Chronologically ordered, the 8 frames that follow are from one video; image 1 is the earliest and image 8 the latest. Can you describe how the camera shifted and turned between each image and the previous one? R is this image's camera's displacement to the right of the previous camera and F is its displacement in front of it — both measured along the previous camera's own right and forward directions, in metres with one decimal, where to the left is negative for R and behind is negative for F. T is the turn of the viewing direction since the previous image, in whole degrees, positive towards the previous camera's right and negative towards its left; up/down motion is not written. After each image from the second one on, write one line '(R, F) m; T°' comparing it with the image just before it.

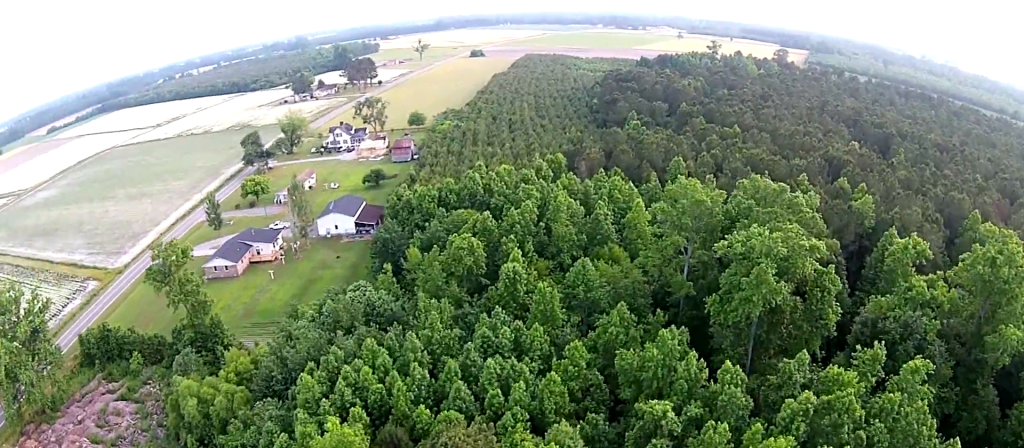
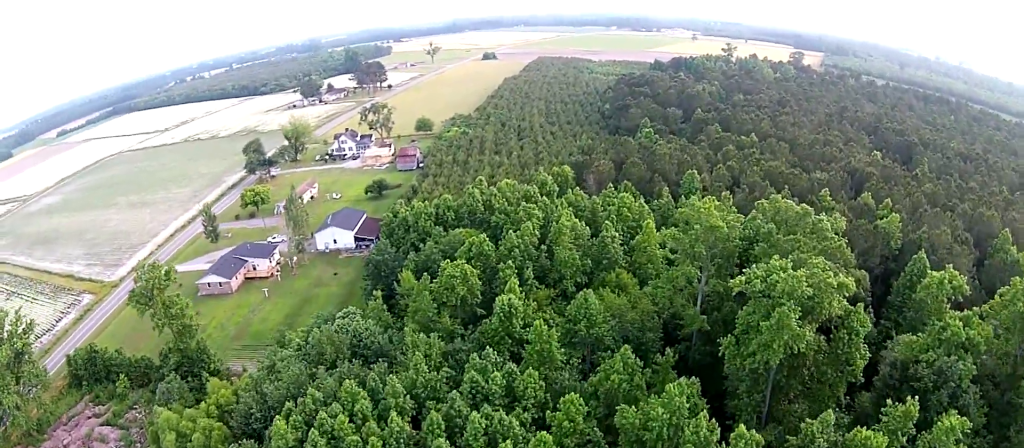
(-0.2, +7.2) m; -4°
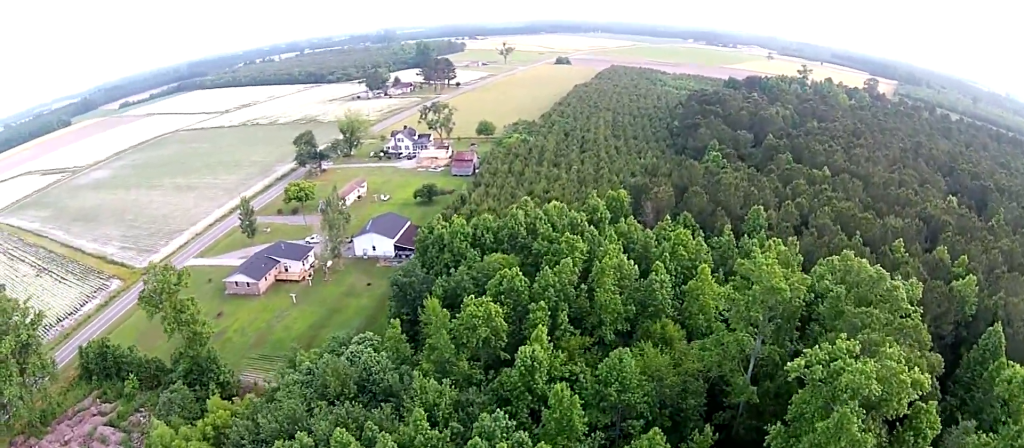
(-0.3, +9.4) m; -6°
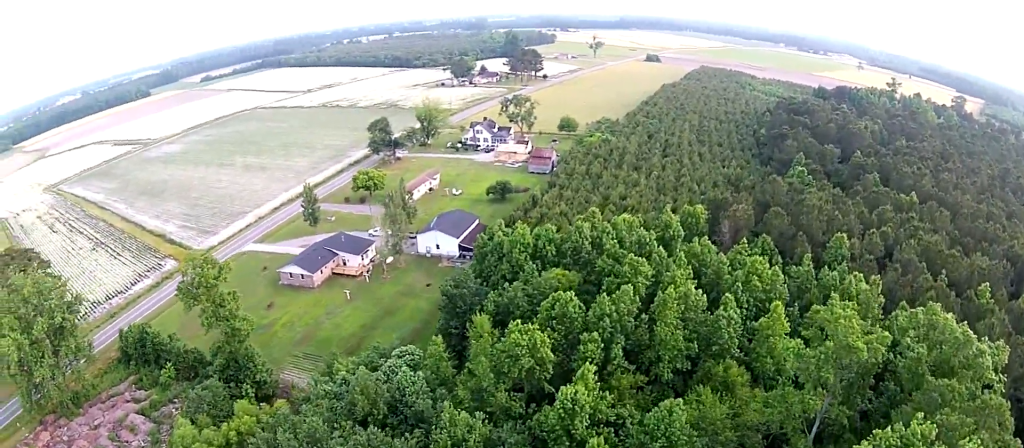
(-0.3, +7.0) m; -7°
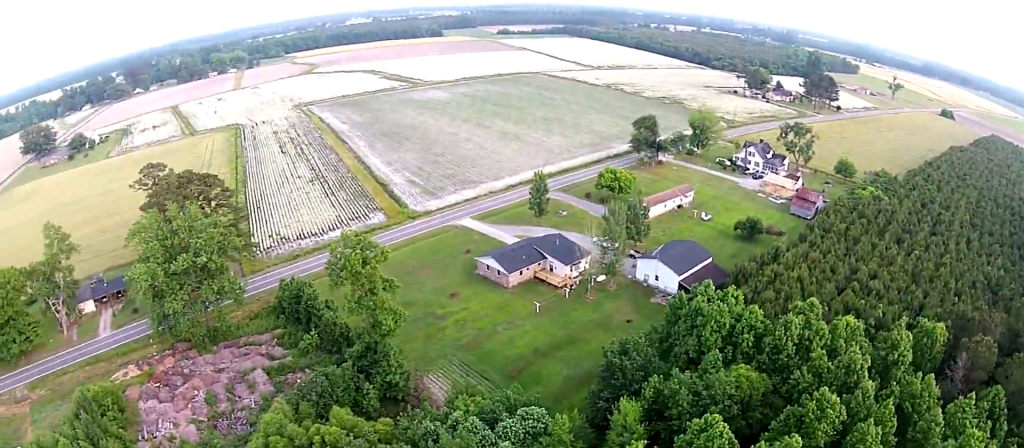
(-3.4, +16.9) m; -25°
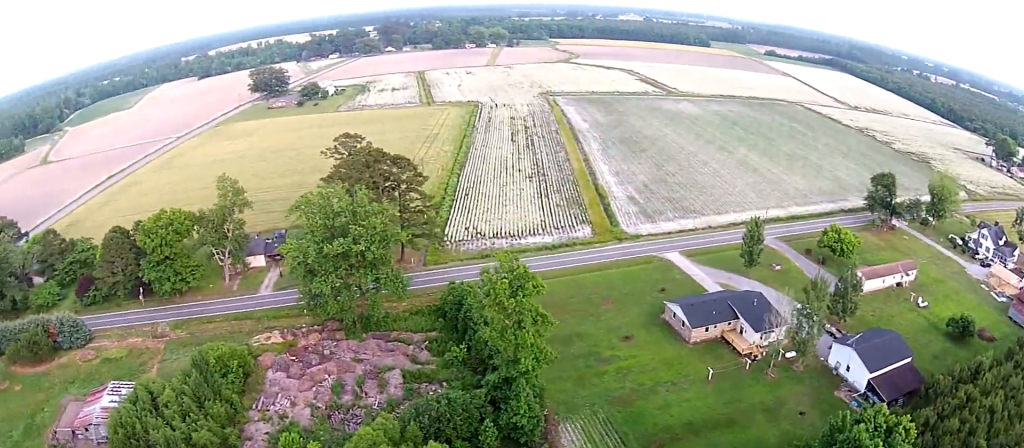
(-2.6, +12.9) m; -25°
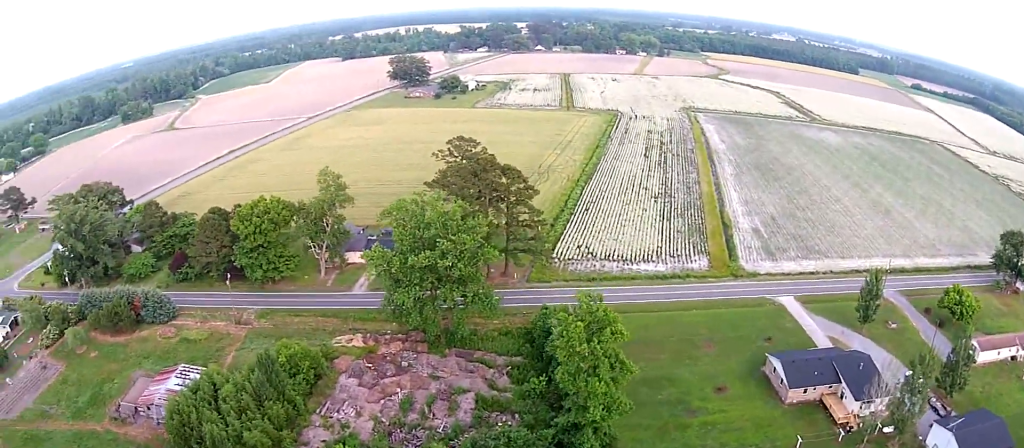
(-1.4, +9.1) m; -17°
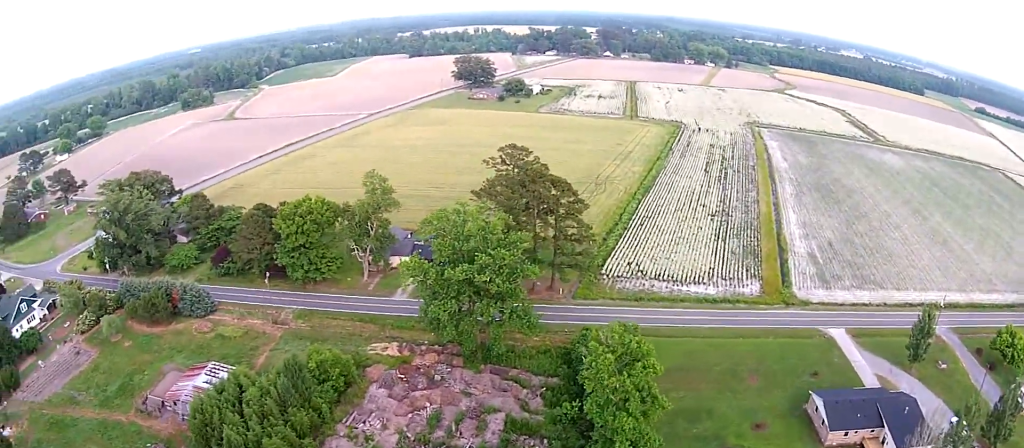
(-0.4, +4.8) m; -9°
